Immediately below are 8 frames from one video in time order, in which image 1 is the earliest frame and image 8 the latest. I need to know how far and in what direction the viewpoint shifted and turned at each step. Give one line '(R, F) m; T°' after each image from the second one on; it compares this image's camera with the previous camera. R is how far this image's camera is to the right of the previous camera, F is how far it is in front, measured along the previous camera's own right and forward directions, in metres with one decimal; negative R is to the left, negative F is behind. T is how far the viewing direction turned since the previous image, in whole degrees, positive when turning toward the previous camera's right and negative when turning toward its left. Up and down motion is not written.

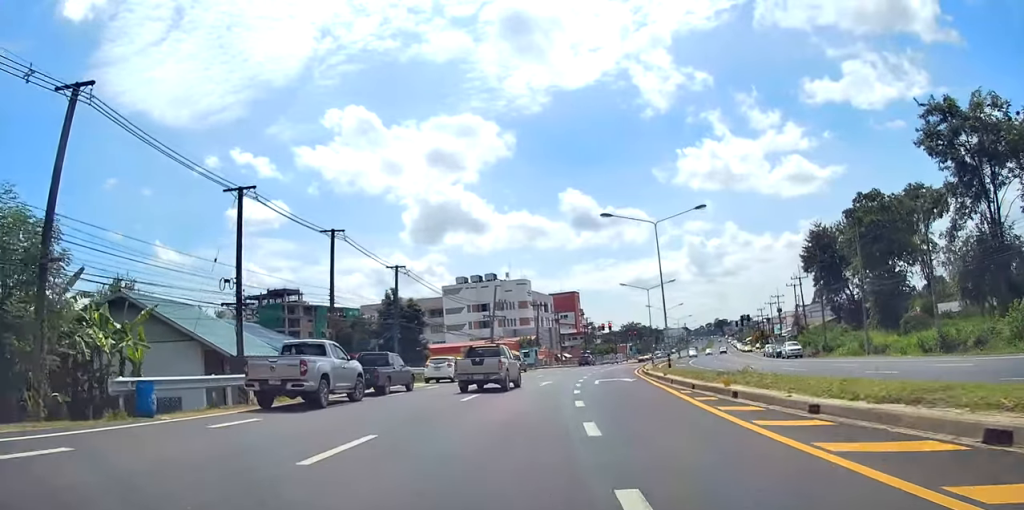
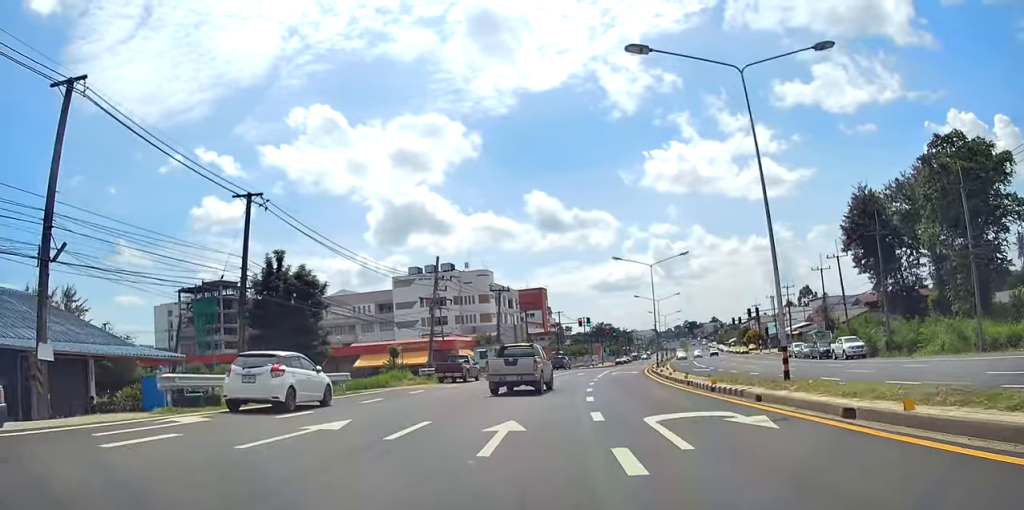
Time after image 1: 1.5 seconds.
(+0.2, +21.1) m; 0°
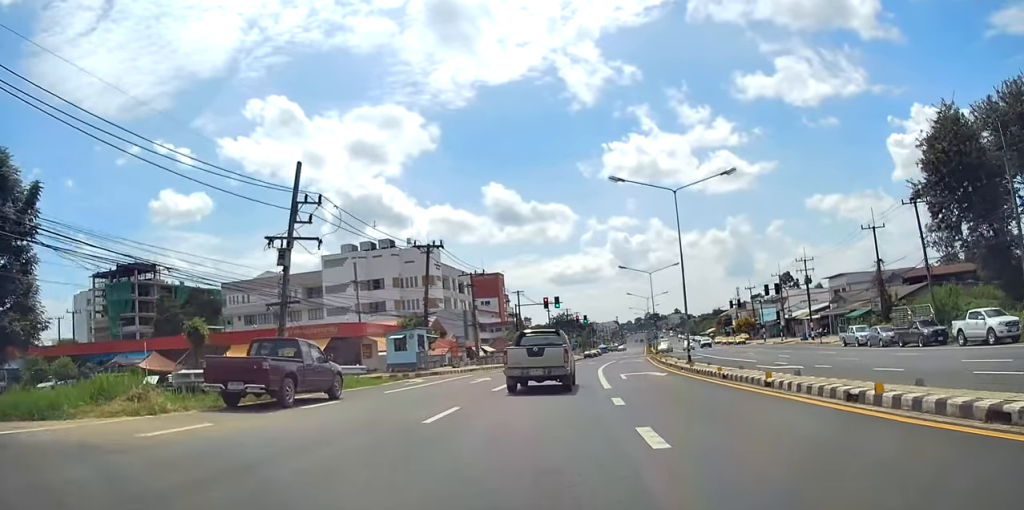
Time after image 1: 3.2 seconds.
(0.0, +21.2) m; +2°
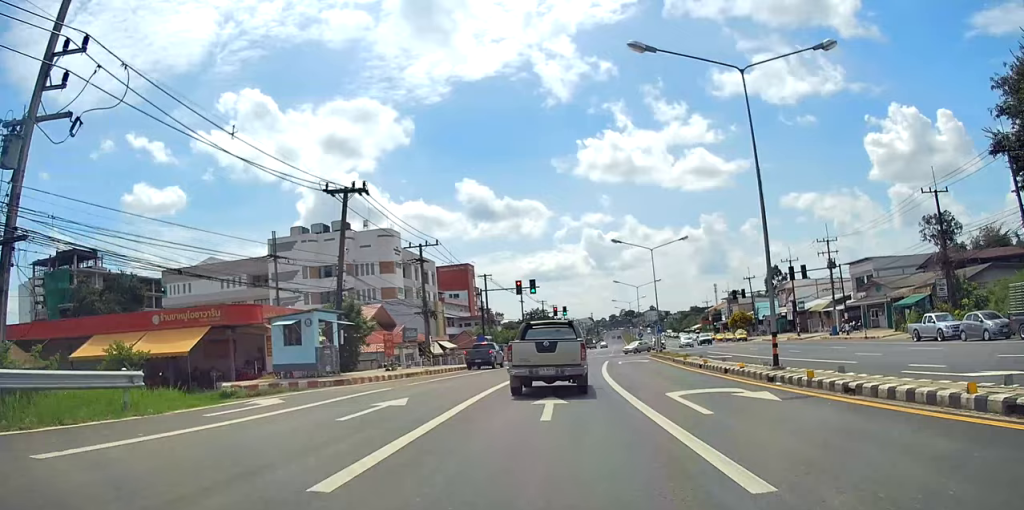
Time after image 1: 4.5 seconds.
(+0.4, +13.3) m; +2°
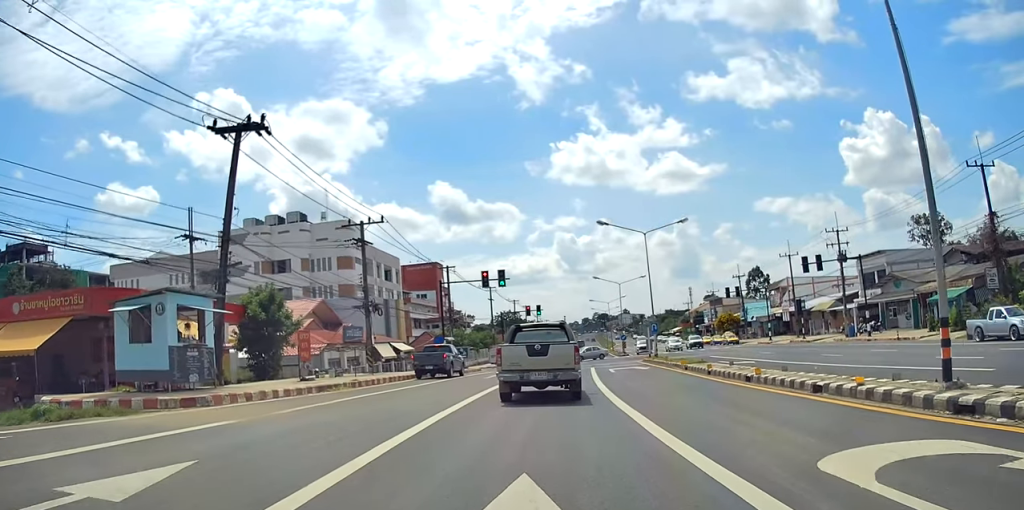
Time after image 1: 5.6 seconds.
(0.0, +9.0) m; -1°
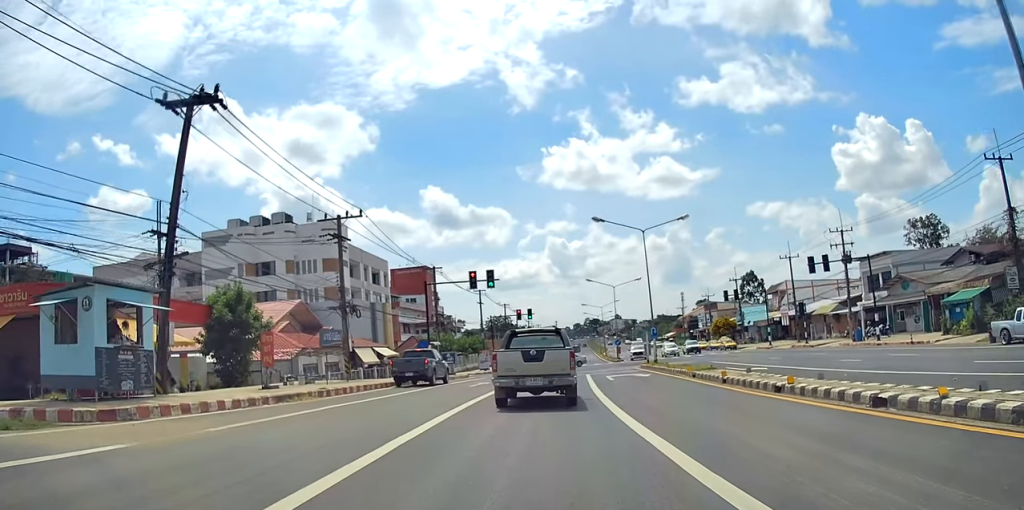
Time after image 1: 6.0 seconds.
(-0.1, +3.0) m; 0°
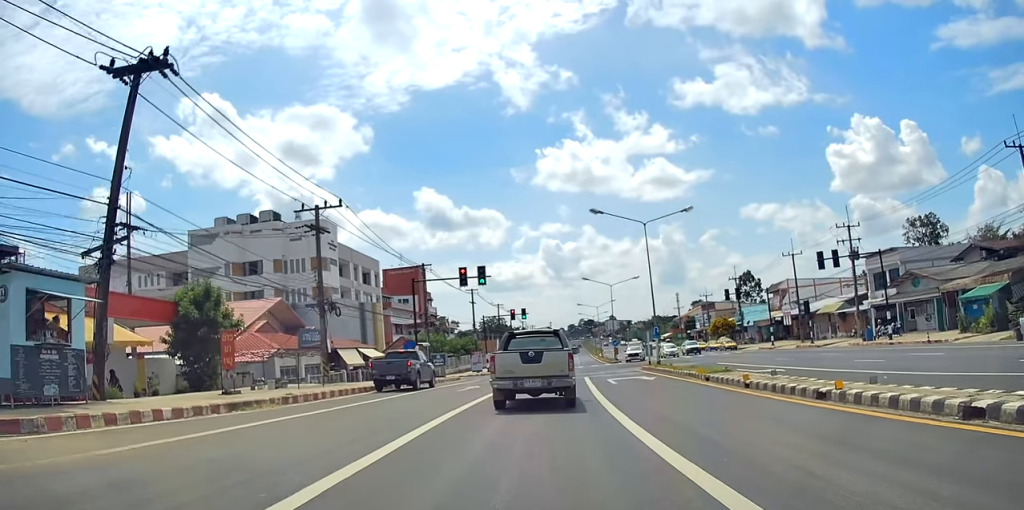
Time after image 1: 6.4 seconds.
(0.0, +3.1) m; +1°
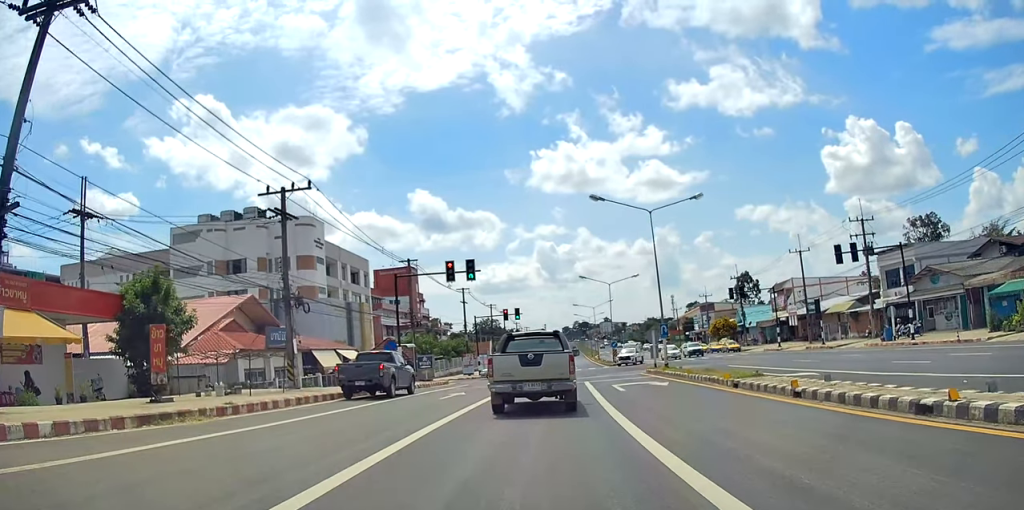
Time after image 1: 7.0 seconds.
(0.0, +4.1) m; +1°
